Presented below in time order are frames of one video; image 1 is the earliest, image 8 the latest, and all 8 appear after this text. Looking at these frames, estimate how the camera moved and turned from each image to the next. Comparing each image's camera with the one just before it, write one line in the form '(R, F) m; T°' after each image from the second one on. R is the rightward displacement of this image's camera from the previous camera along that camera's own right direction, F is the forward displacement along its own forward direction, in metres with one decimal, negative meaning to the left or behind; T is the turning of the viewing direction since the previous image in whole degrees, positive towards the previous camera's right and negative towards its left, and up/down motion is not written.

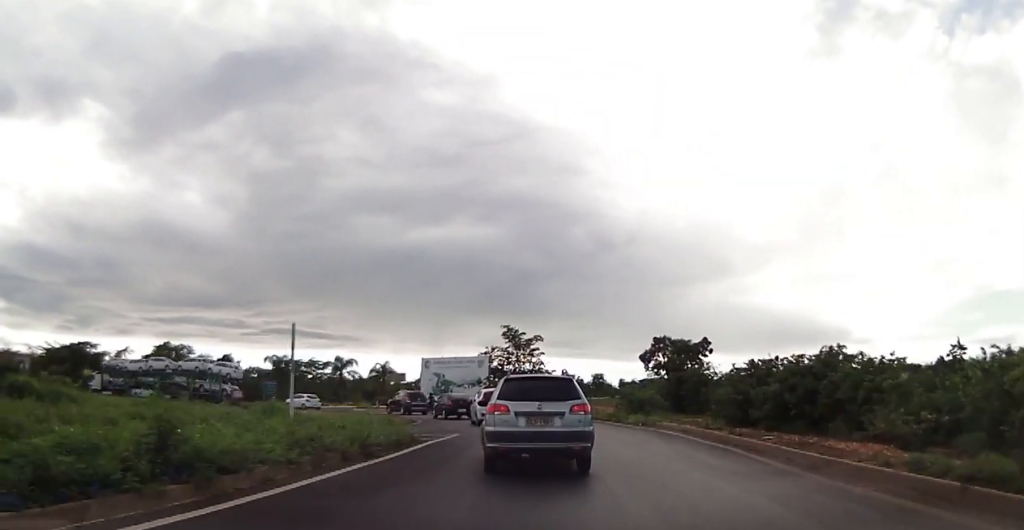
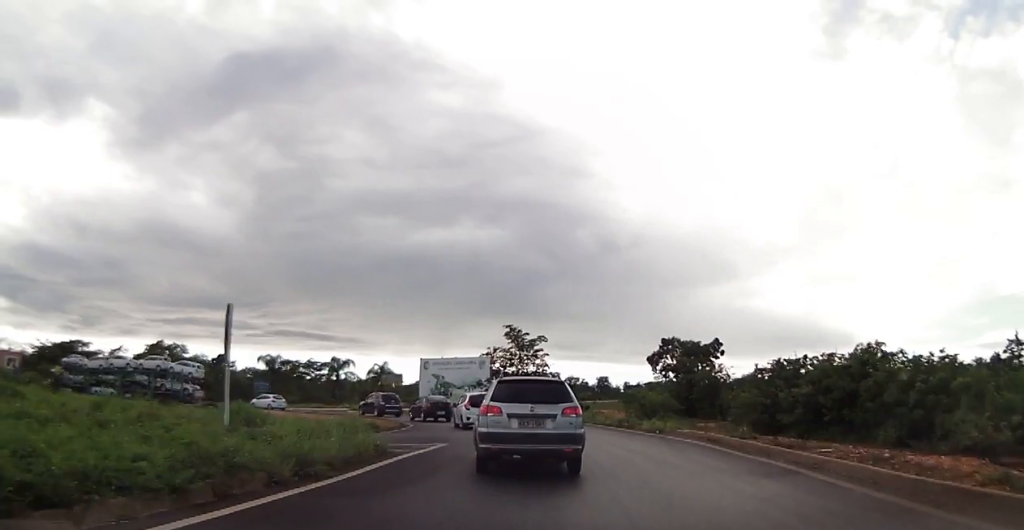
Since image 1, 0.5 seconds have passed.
(-0.1, +3.2) m; -2°
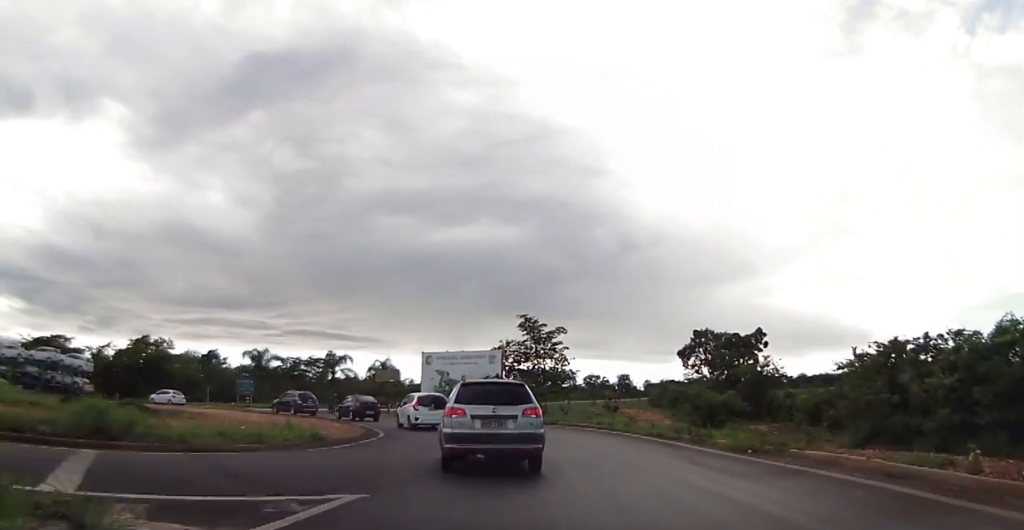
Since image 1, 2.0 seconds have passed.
(-0.3, +8.9) m; -5°
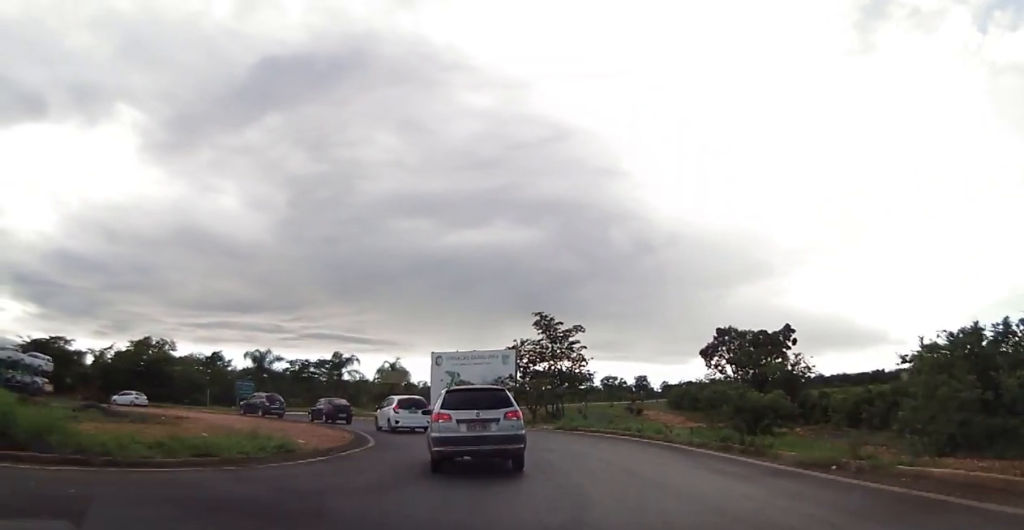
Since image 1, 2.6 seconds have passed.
(-0.3, +3.6) m; 0°
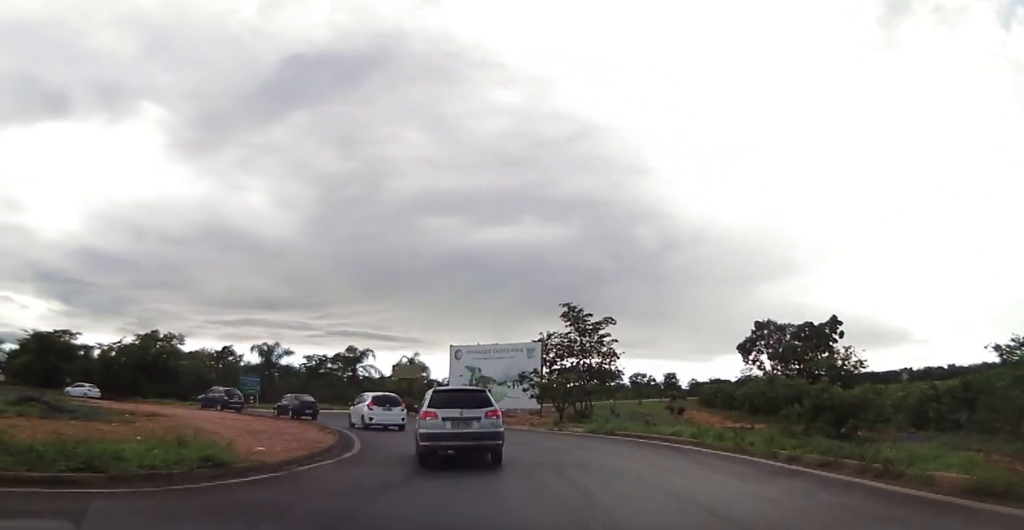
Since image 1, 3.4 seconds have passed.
(+0.1, +4.7) m; +1°
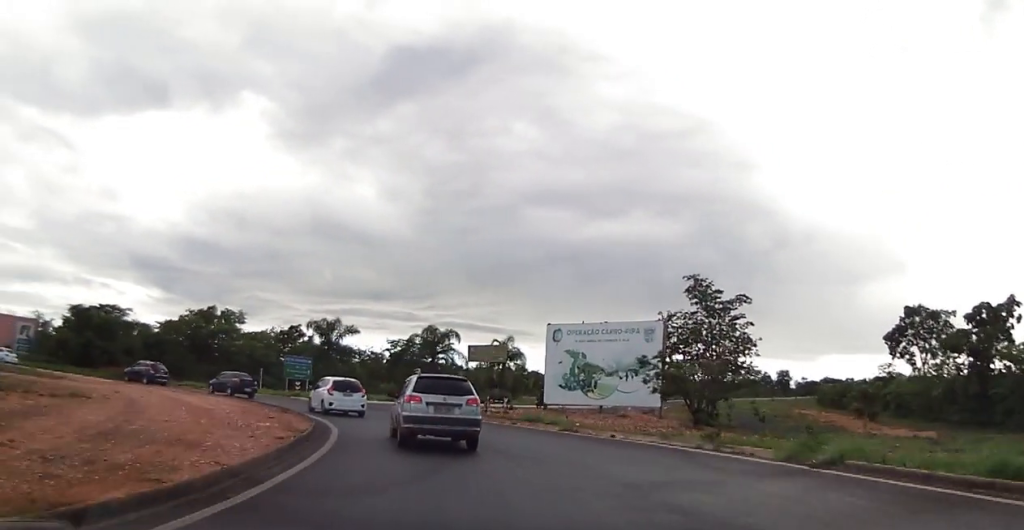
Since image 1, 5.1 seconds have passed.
(-0.4, +11.6) m; -11°
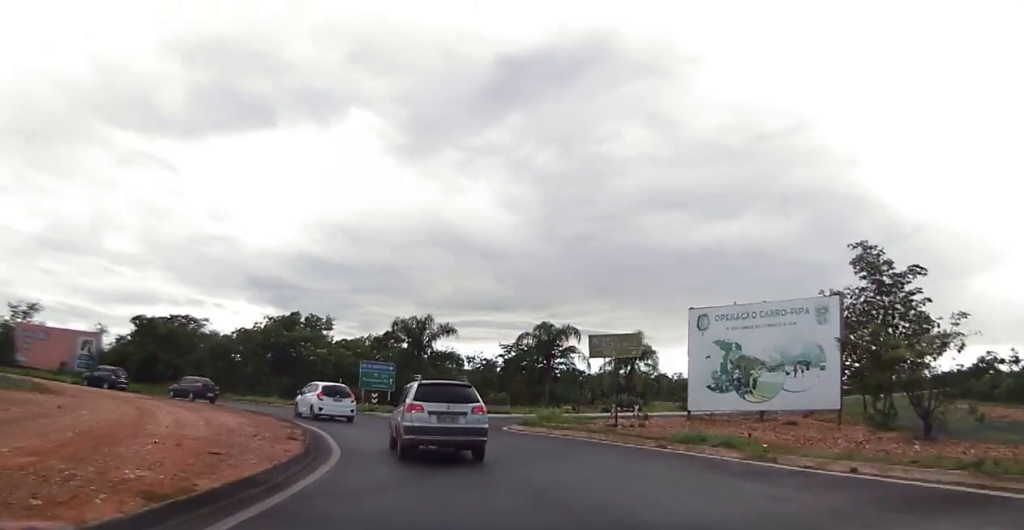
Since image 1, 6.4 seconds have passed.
(-0.8, +9.7) m; -7°
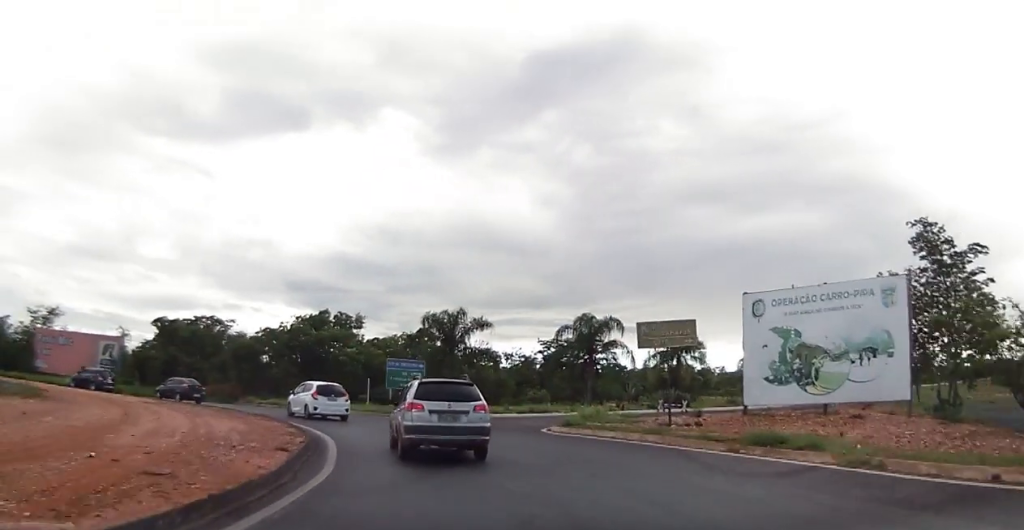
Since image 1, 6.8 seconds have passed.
(+0.3, +3.0) m; -2°
